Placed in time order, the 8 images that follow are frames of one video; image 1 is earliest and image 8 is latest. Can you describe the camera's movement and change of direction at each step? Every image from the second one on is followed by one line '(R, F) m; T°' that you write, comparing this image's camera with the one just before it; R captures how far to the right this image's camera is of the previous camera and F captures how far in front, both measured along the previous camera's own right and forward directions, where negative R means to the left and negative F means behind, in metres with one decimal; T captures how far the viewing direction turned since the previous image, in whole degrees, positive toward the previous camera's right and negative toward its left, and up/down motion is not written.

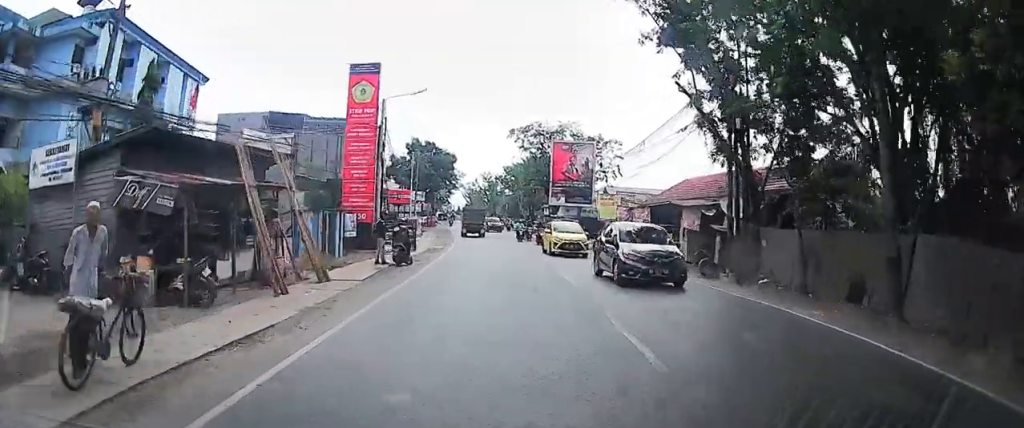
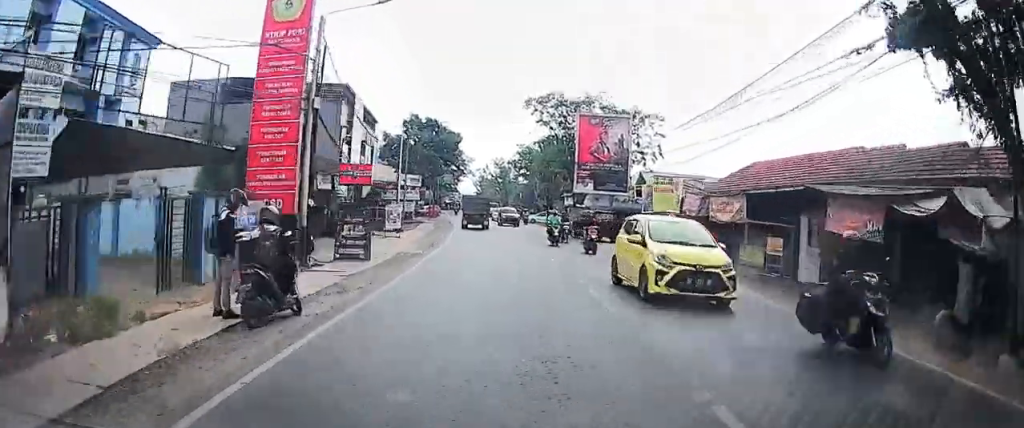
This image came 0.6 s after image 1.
(-0.2, +12.6) m; -3°
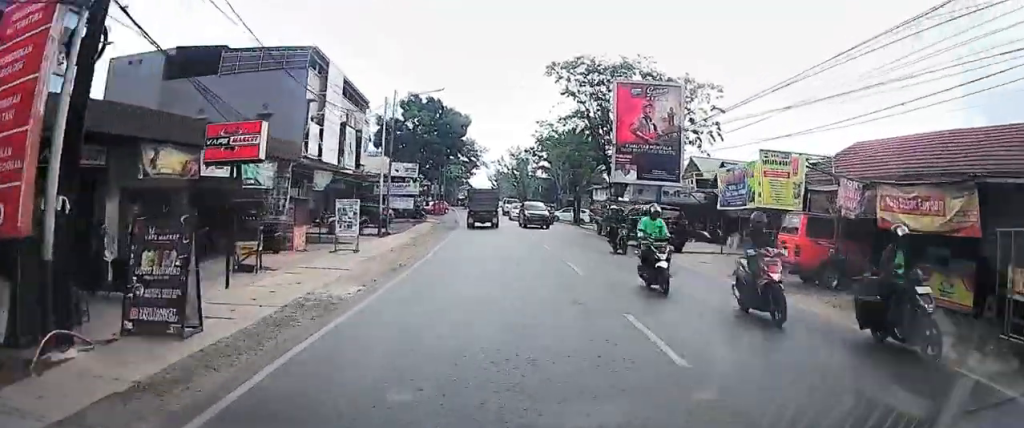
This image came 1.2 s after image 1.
(-0.4, +11.9) m; -2°
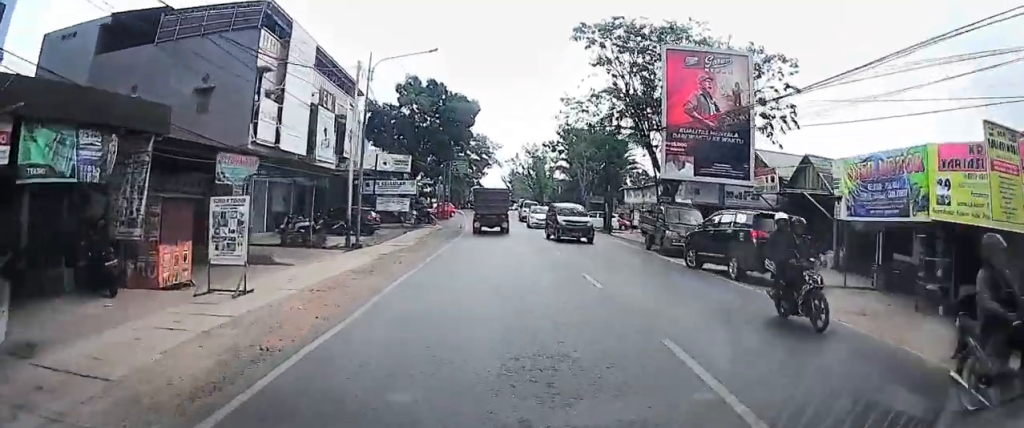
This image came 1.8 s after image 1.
(-0.2, +9.9) m; -1°
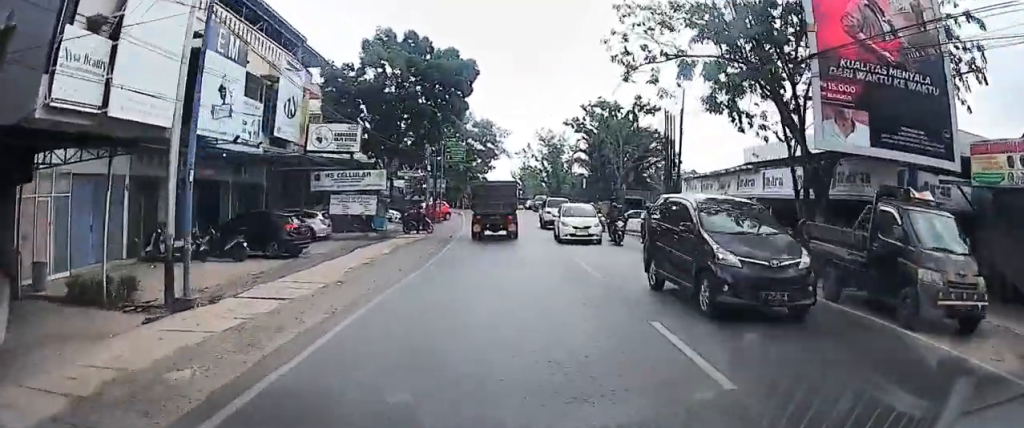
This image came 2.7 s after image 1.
(-0.1, +17.5) m; 0°
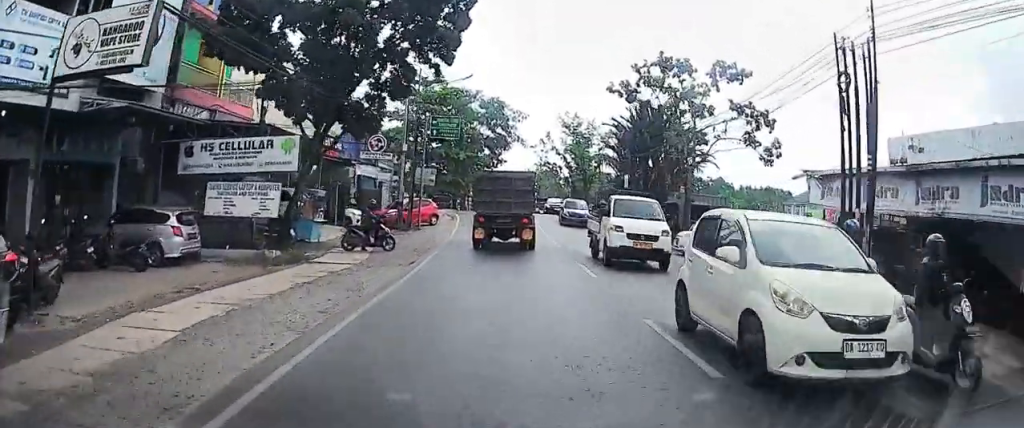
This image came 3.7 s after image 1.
(0.0, +19.3) m; 0°
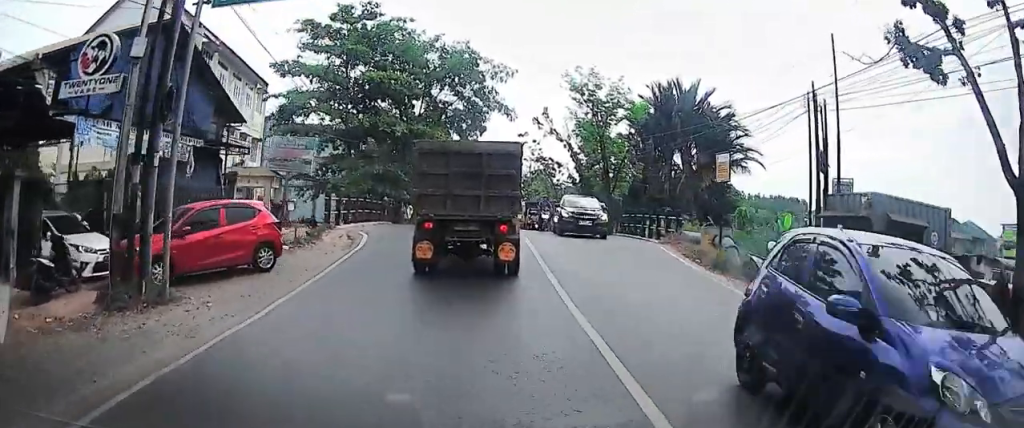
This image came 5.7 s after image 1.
(0.0, +30.6) m; 0°
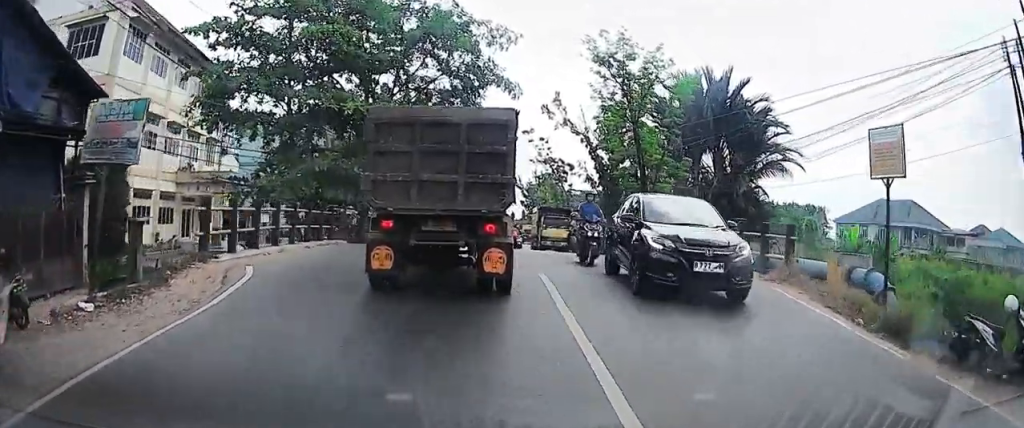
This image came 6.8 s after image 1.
(0.0, +13.2) m; 0°
